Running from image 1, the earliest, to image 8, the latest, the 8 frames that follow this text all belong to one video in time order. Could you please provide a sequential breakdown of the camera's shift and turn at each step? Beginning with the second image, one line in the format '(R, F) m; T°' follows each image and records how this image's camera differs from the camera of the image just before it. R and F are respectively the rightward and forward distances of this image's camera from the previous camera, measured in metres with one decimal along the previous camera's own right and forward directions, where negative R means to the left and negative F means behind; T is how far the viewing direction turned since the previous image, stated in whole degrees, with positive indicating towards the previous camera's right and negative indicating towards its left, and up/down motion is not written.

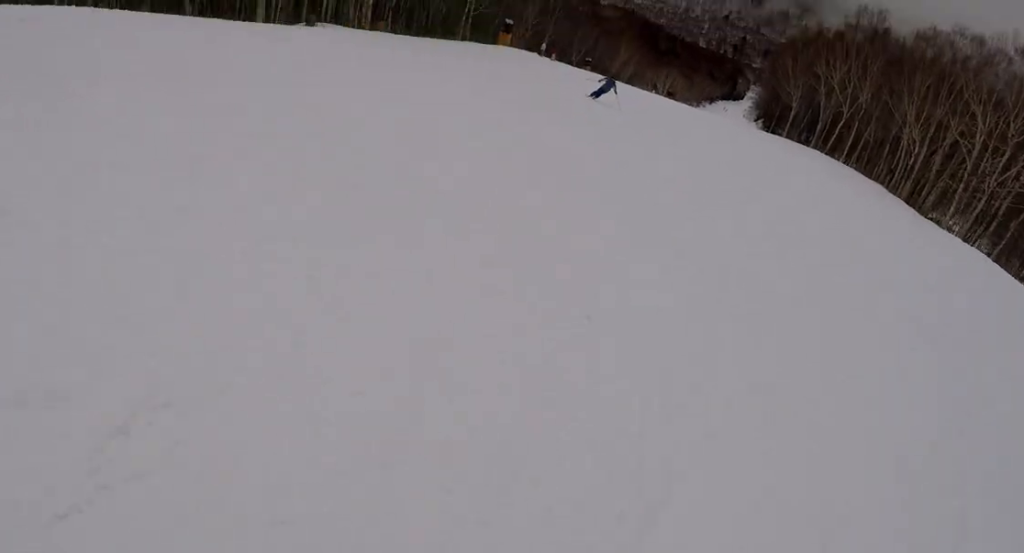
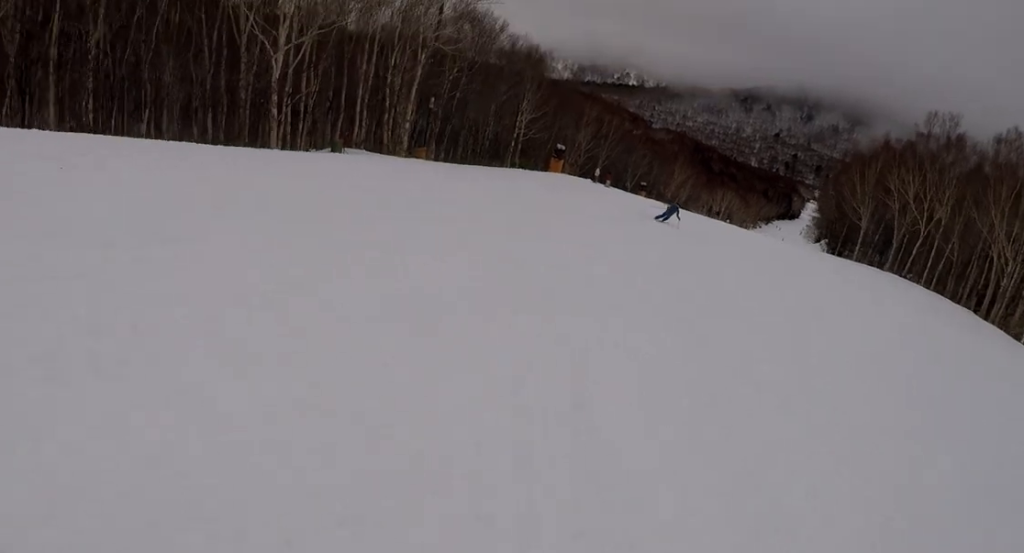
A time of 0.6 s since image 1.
(-0.2, +5.4) m; 0°
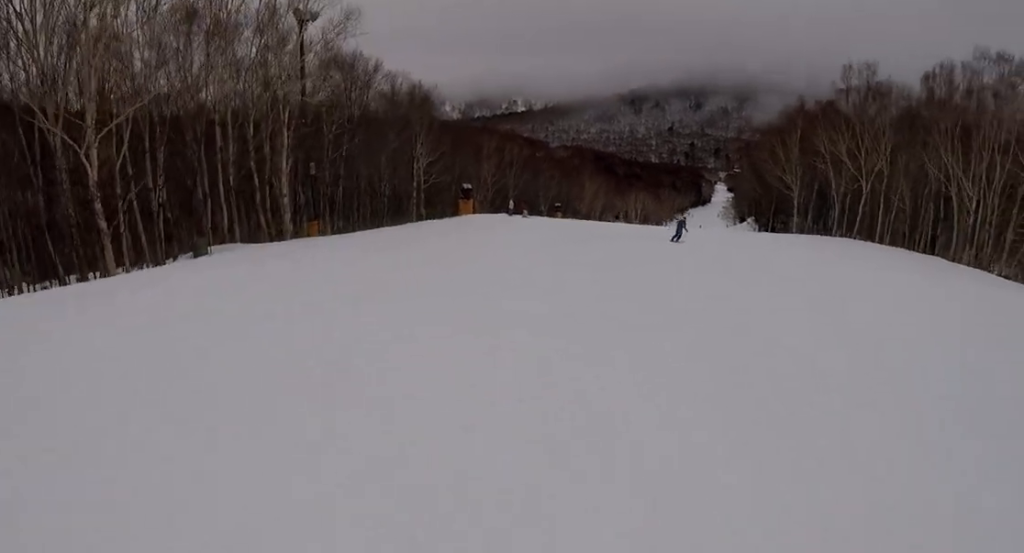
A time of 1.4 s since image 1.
(0.0, +6.4) m; +1°
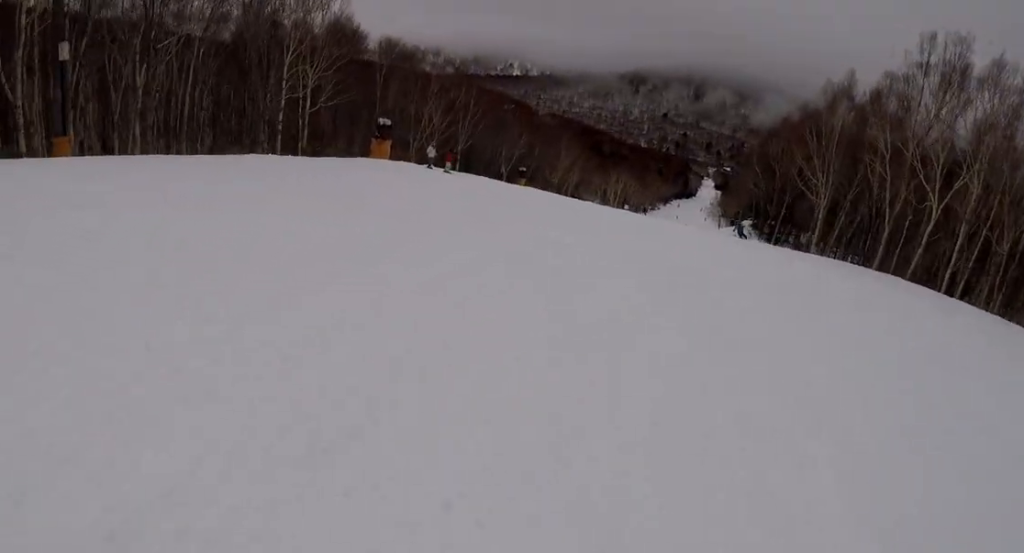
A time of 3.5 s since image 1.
(+0.5, +17.4) m; -3°
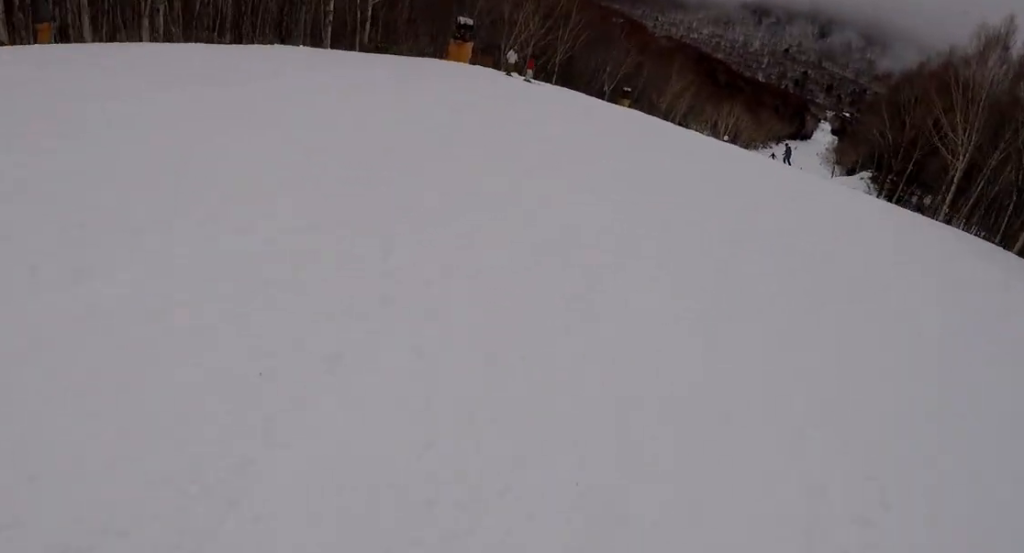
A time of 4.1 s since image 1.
(+0.3, +5.0) m; -7°
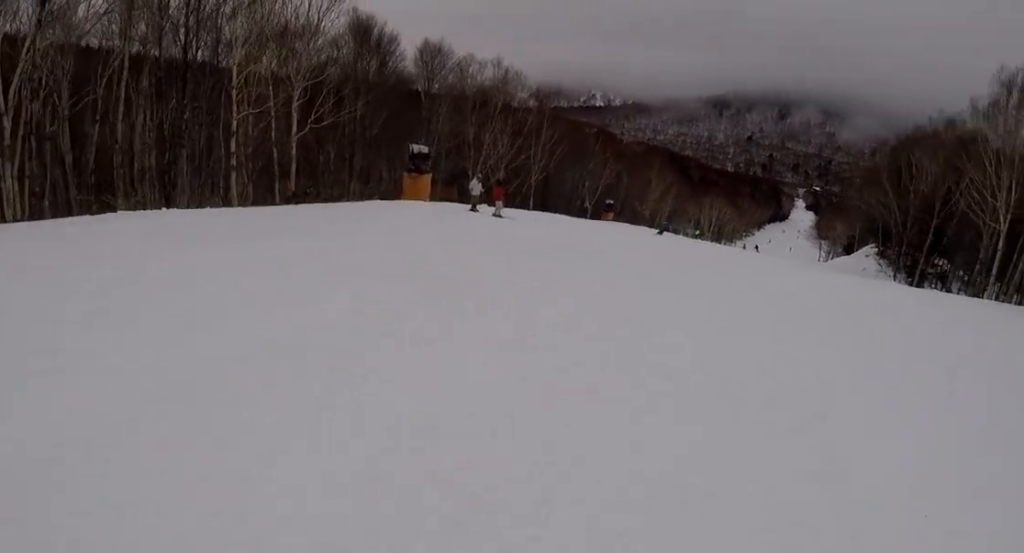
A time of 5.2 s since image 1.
(-1.4, +9.2) m; +4°
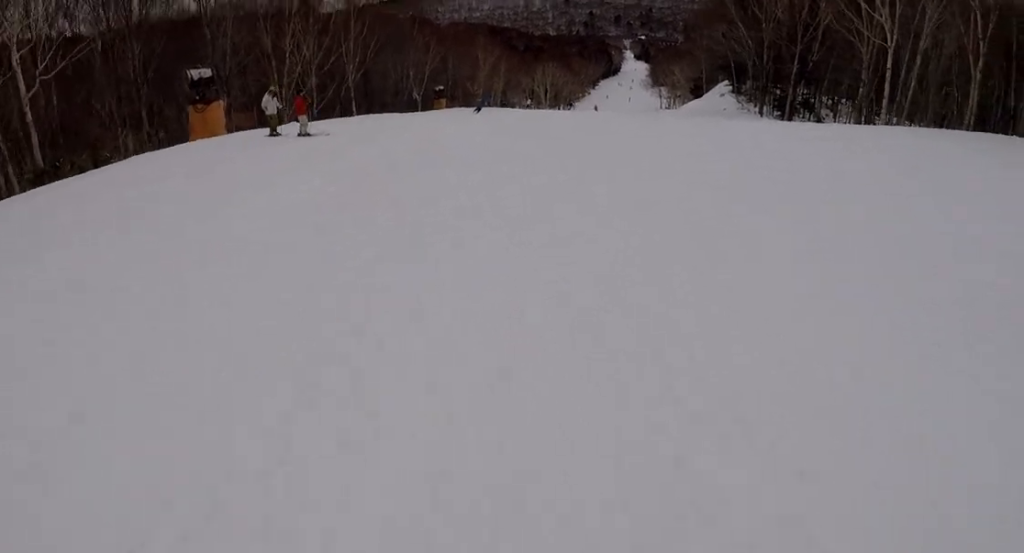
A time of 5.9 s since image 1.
(+1.4, +6.0) m; +12°
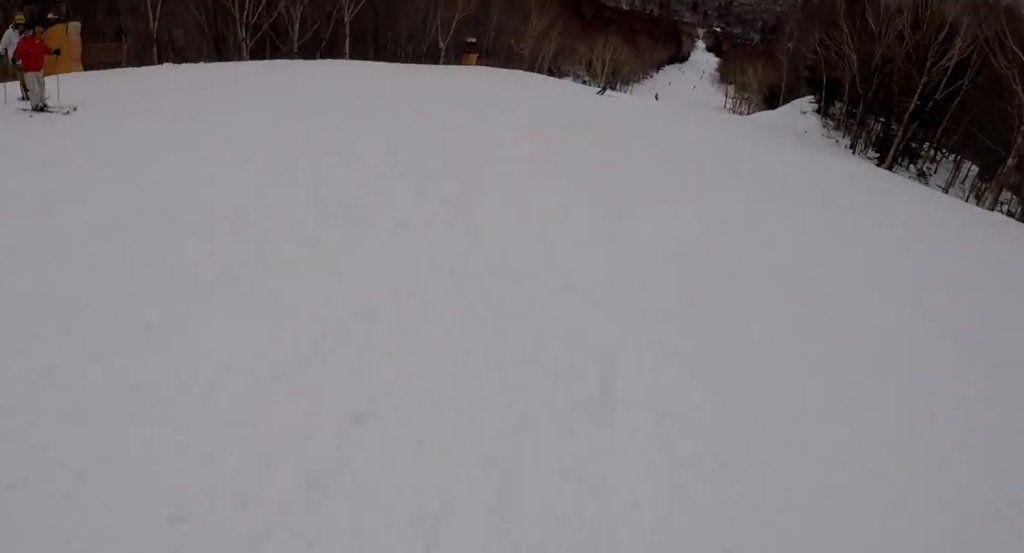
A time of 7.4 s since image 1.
(-0.2, +12.4) m; -10°
